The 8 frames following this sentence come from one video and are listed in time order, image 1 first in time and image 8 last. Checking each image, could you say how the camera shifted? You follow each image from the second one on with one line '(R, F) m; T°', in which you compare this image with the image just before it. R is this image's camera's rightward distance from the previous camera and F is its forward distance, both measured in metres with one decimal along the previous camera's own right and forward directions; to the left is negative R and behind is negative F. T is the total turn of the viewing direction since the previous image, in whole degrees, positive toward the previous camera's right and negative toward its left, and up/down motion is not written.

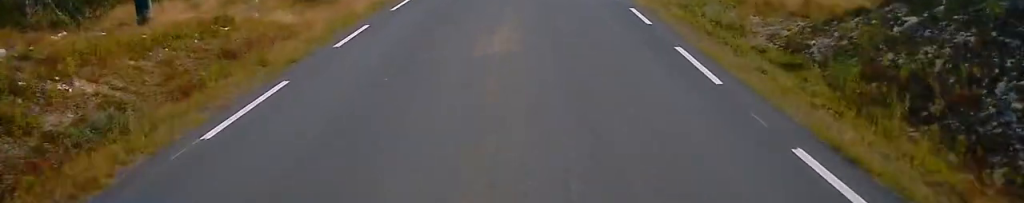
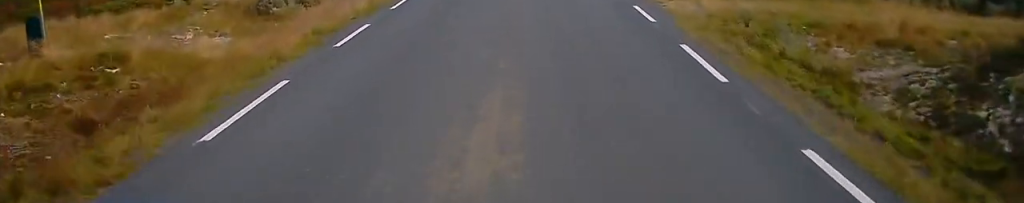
(-0.1, +6.1) m; +1°
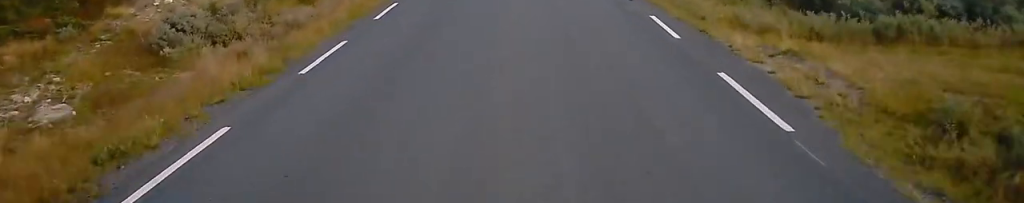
(+0.1, +8.3) m; +1°
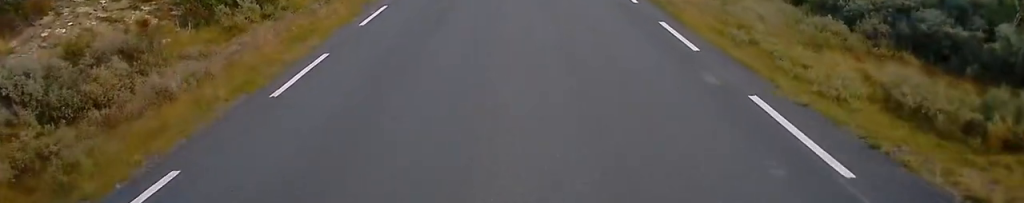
(+0.3, +7.3) m; 0°
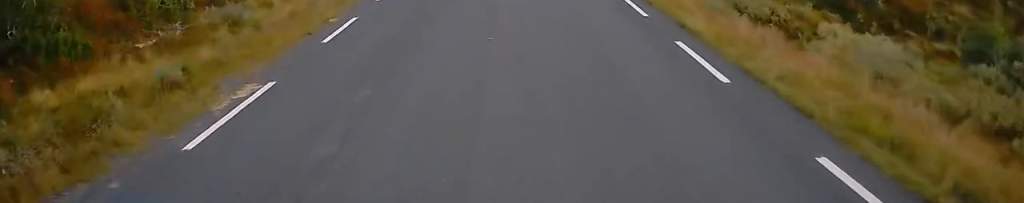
(-0.3, +14.4) m; -1°
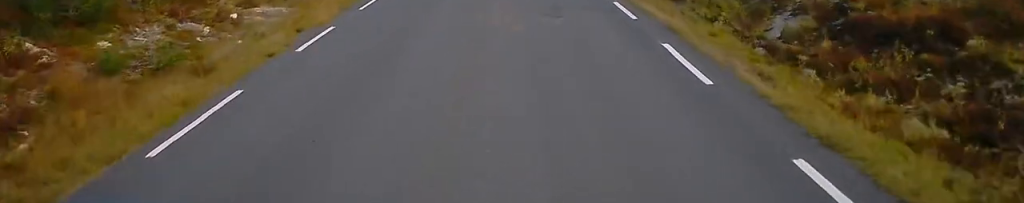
(-0.1, +18.0) m; +2°
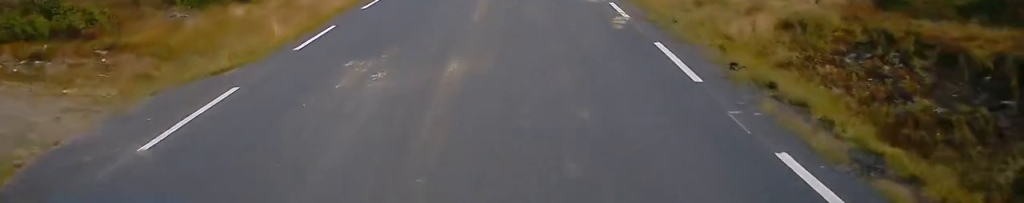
(+0.4, +17.9) m; 0°
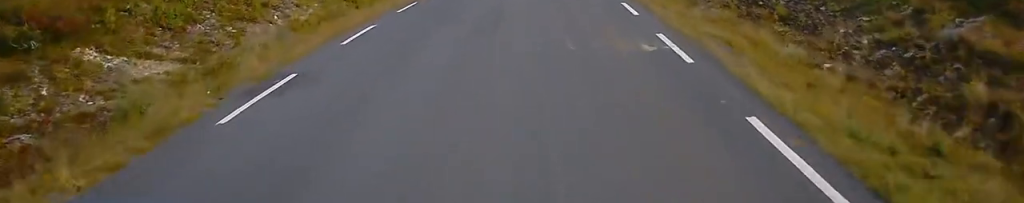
(-0.7, +34.5) m; 0°
